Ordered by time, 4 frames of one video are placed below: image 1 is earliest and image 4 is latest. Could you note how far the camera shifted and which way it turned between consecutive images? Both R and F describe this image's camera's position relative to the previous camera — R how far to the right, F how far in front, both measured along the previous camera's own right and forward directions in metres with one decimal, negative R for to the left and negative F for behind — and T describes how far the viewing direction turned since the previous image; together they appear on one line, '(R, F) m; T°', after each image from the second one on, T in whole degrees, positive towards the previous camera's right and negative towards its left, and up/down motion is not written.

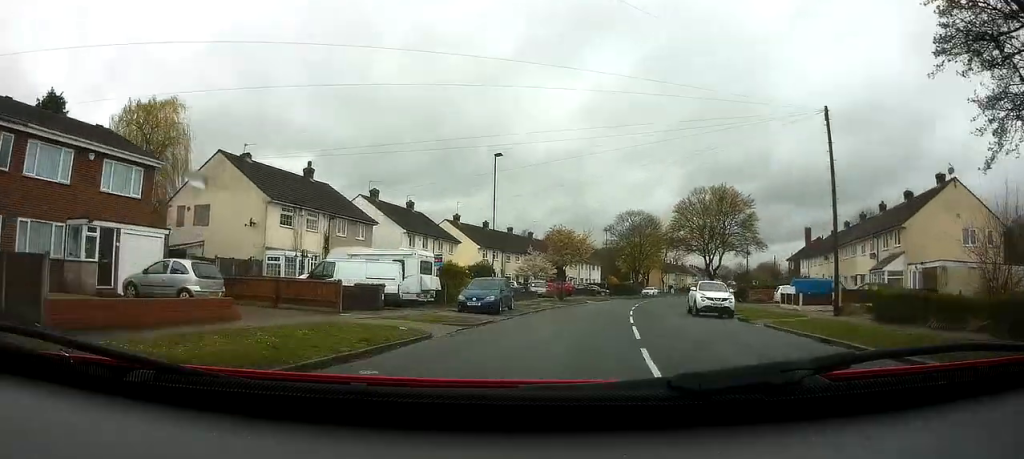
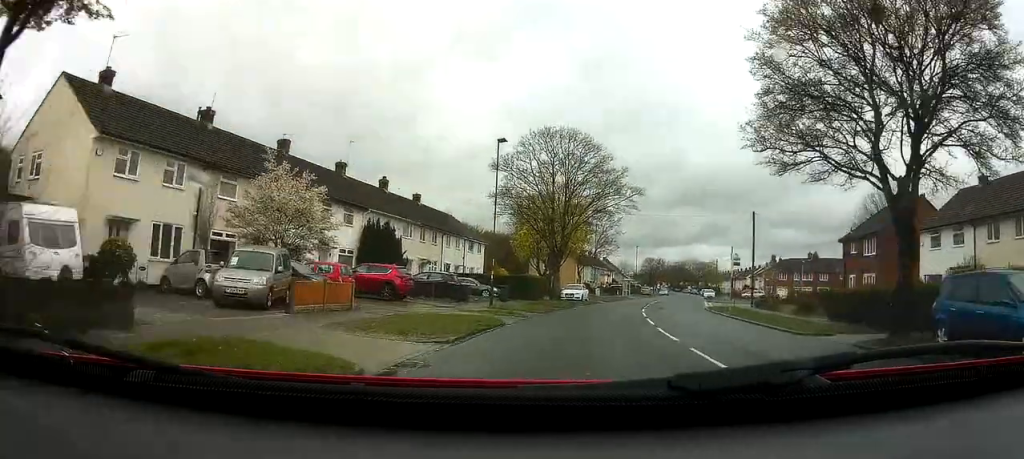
(+3.8, +42.1) m; +13°
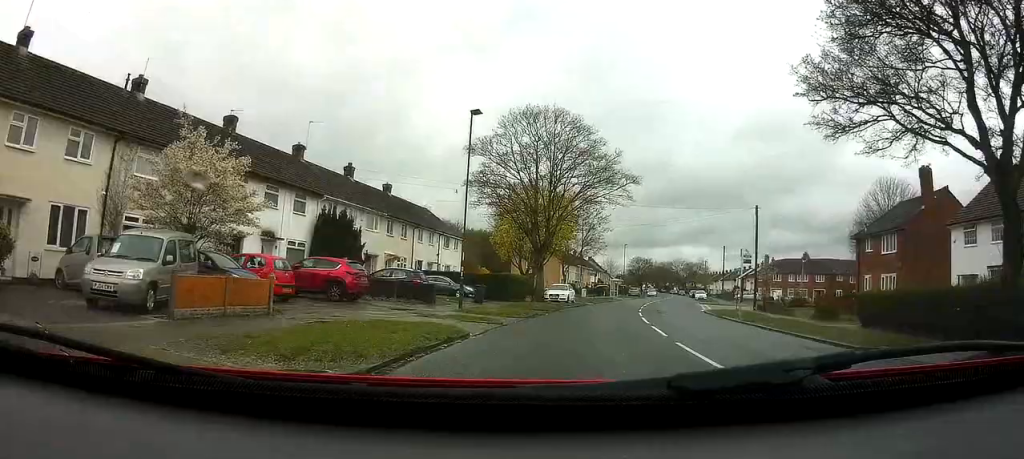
(0.0, +4.6) m; +1°
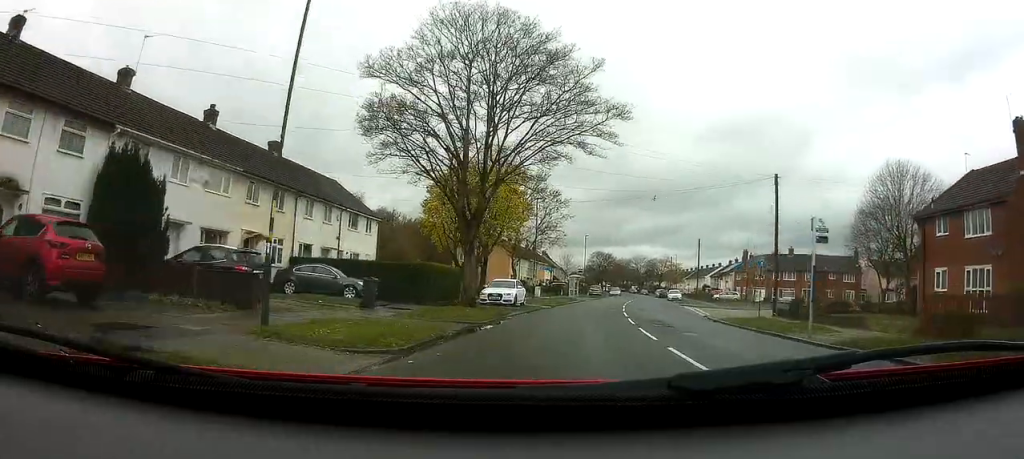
(+0.2, +13.0) m; +3°
